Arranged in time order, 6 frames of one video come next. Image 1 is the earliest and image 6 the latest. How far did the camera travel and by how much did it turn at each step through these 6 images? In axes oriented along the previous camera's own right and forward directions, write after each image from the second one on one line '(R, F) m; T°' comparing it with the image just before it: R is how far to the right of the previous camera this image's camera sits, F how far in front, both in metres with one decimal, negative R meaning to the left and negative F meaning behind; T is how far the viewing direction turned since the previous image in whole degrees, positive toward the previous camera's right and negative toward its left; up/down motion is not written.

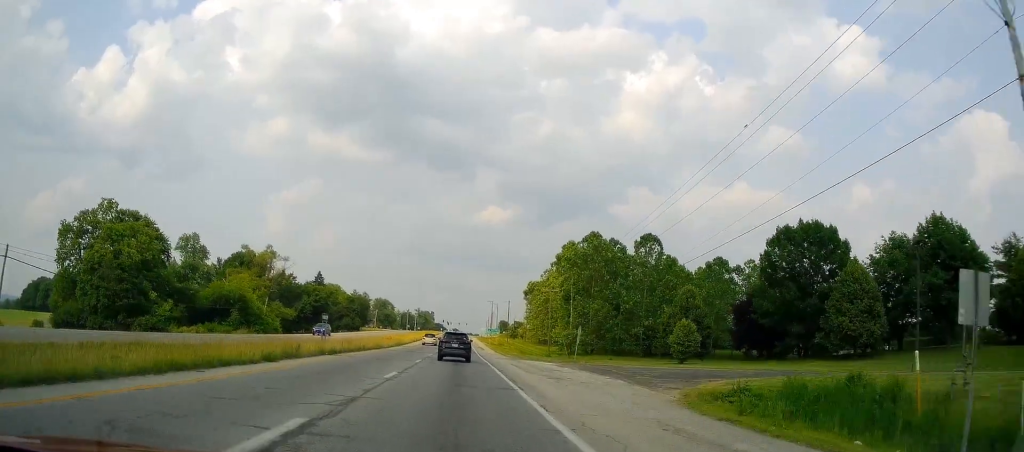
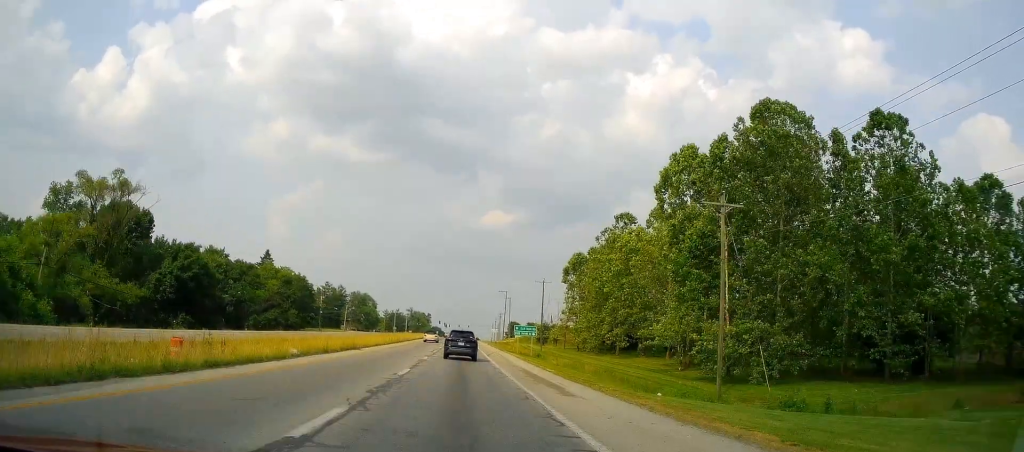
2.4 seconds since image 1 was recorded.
(+0.3, +58.6) m; +1°
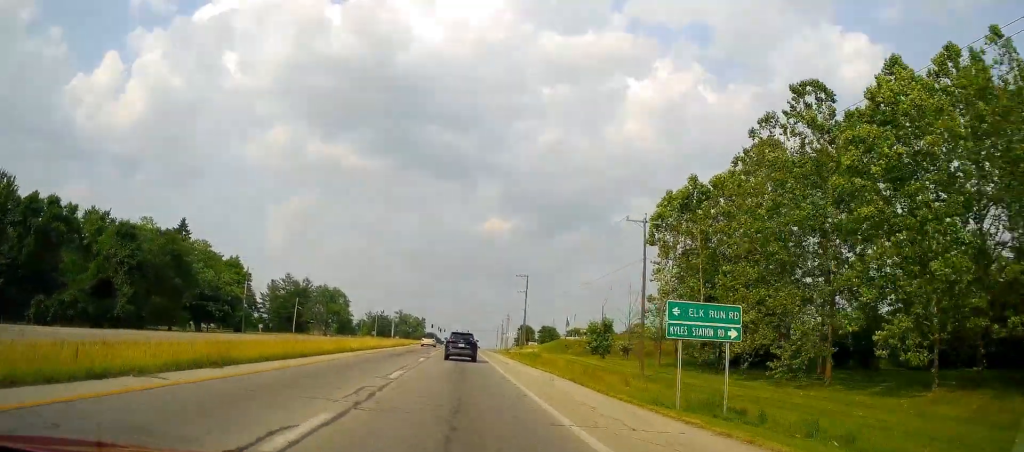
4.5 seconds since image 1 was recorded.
(-0.1, +48.4) m; -1°
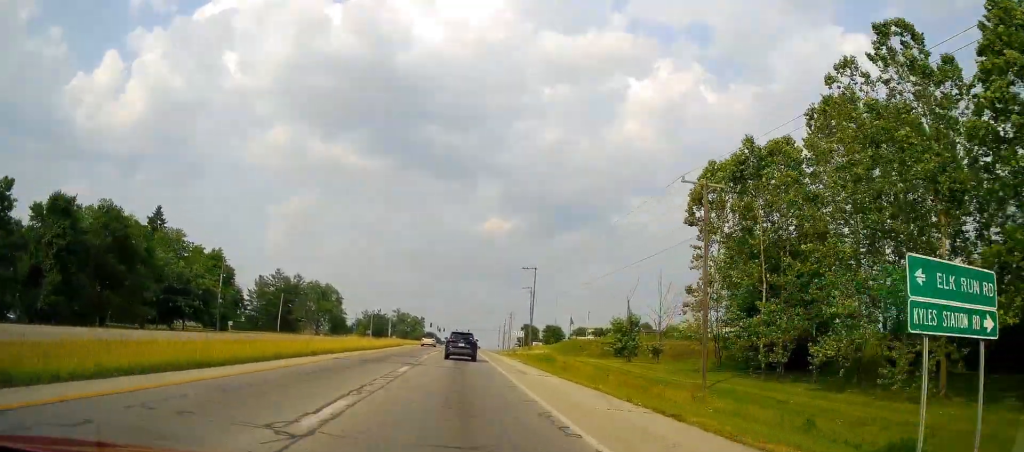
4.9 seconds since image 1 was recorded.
(0.0, +9.9) m; 0°
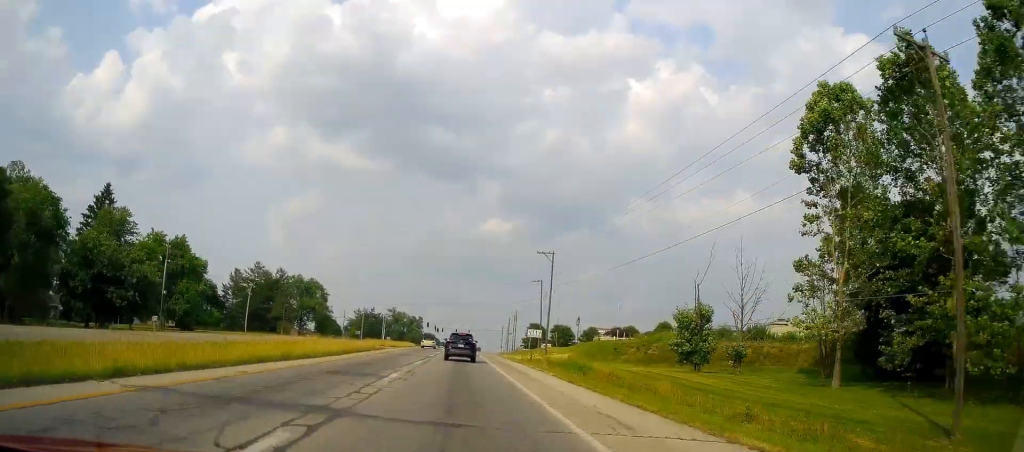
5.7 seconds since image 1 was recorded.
(-0.1, +16.5) m; +1°
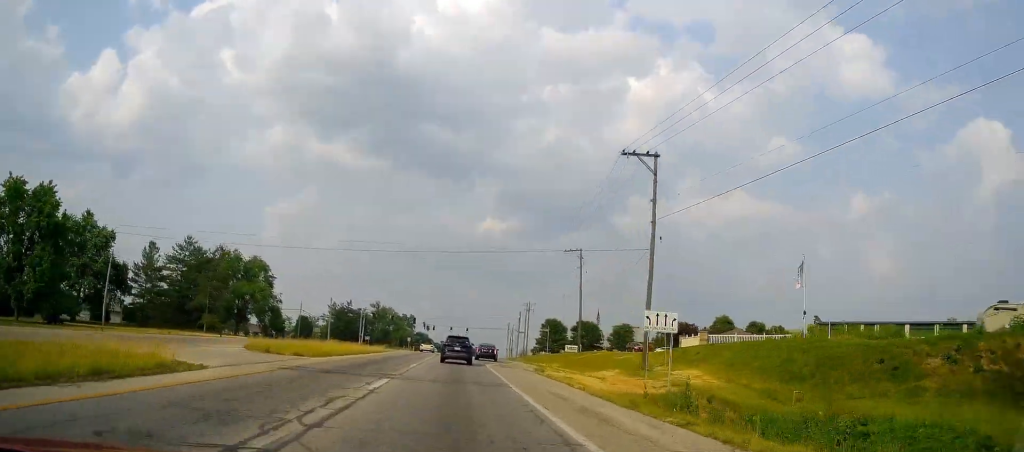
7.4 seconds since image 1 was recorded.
(+0.1, +37.8) m; +1°
